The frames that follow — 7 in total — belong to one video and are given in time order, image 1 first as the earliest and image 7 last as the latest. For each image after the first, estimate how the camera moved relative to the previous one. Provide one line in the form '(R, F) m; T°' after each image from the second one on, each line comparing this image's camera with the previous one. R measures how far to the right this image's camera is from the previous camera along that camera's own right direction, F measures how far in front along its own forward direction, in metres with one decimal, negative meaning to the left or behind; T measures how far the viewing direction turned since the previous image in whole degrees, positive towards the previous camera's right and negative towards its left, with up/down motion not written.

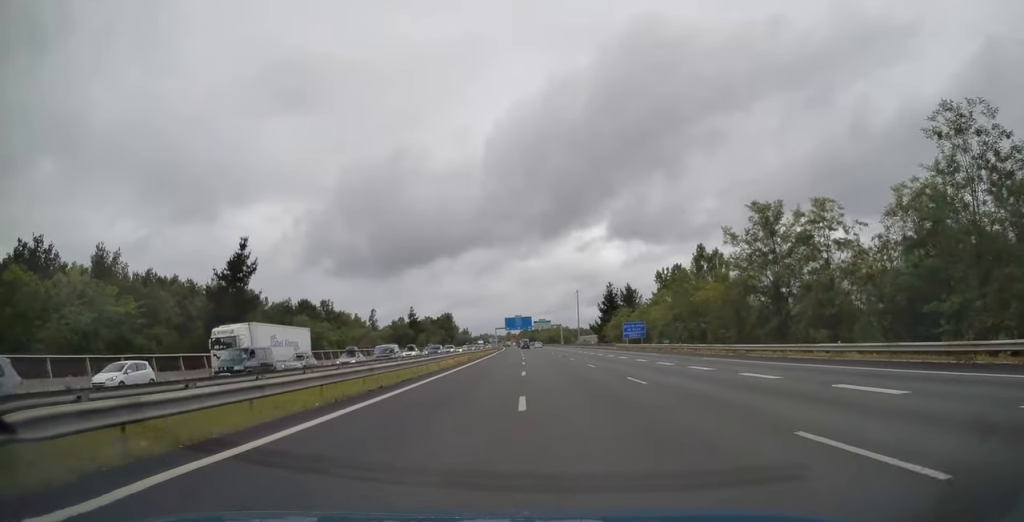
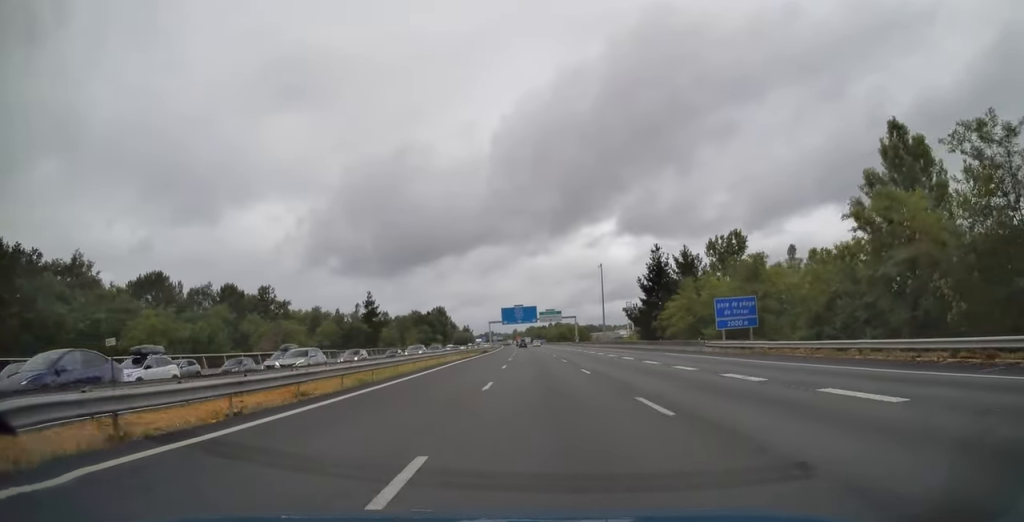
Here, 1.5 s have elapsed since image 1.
(0.0, +46.7) m; 0°
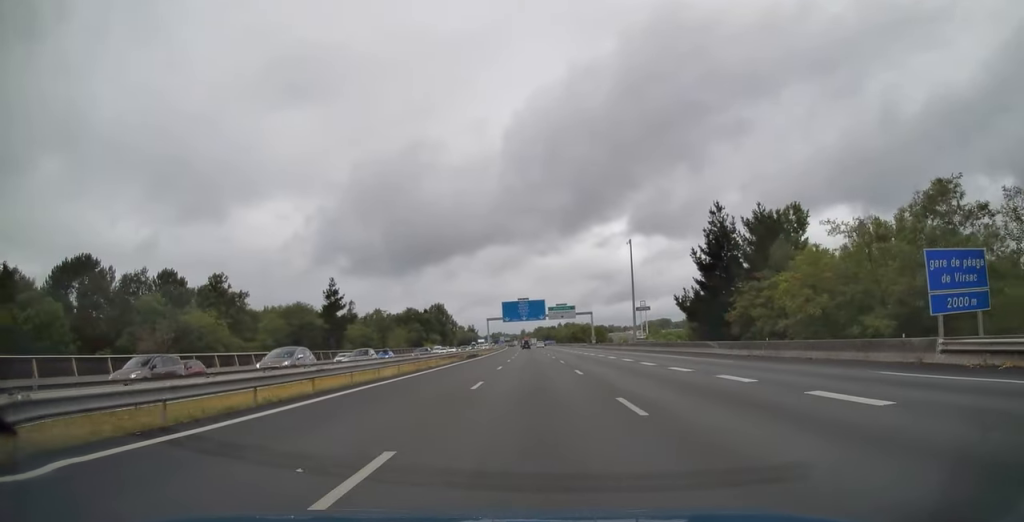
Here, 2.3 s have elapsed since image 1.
(-0.1, +26.1) m; 0°
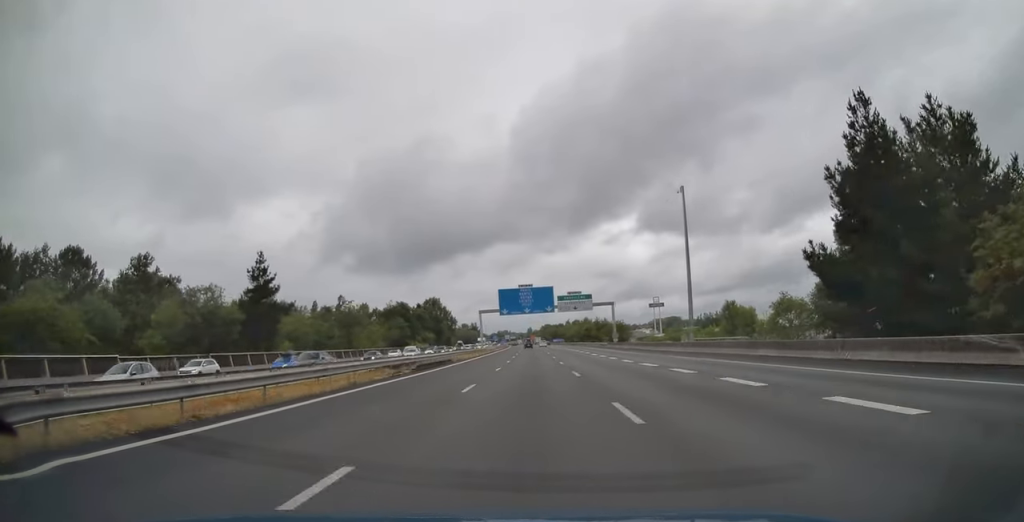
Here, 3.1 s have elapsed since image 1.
(-0.1, +27.1) m; 0°
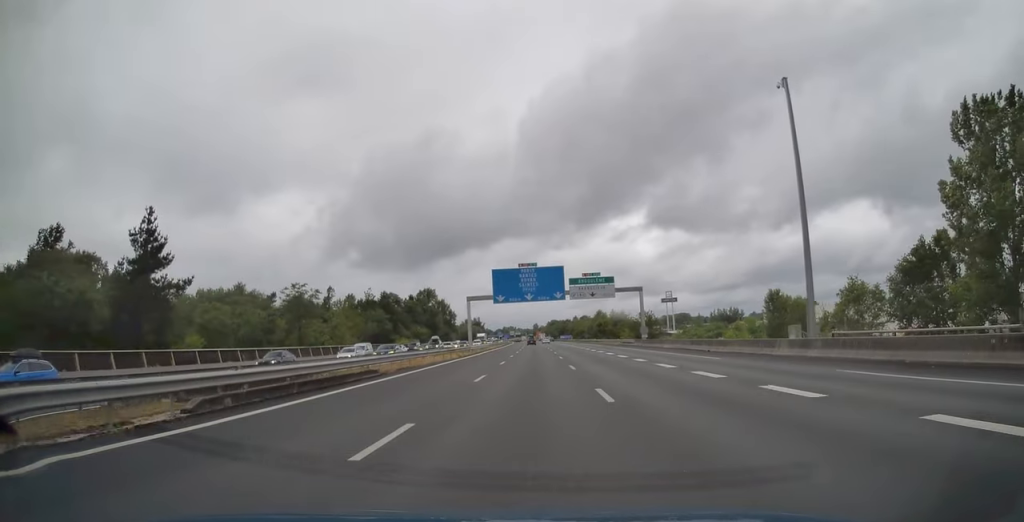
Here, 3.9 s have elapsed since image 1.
(-0.1, +22.9) m; -1°
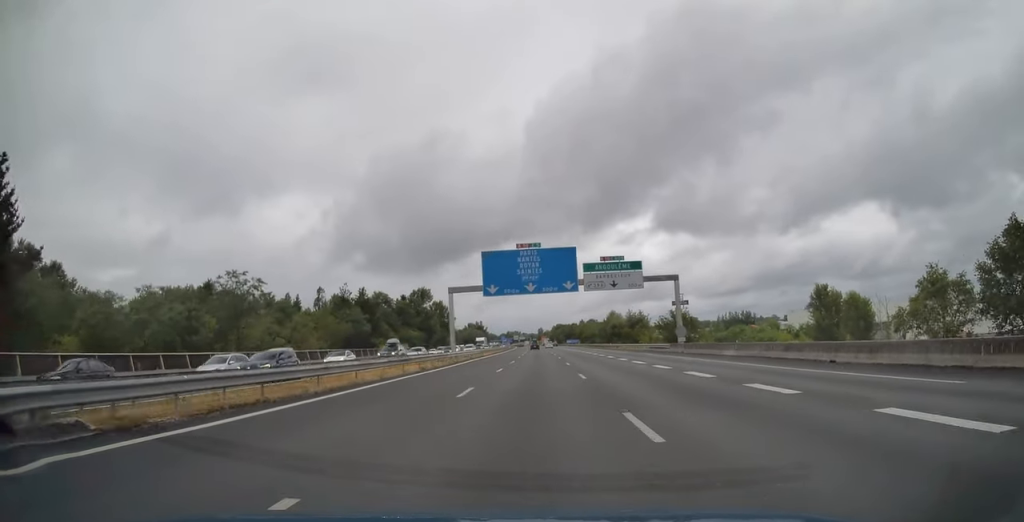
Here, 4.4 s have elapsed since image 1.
(0.0, +18.1) m; -1°
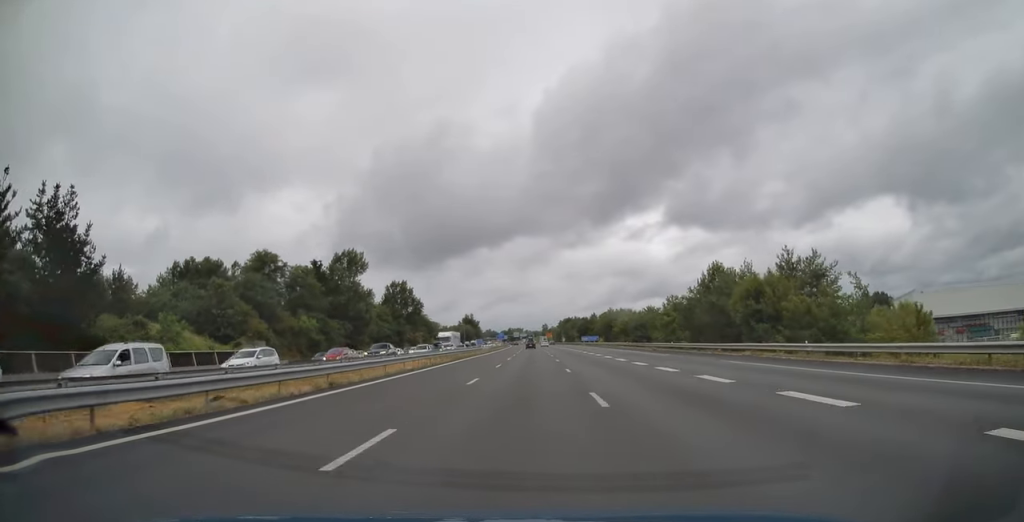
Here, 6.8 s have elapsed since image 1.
(-1.1, +74.6) m; -1°
